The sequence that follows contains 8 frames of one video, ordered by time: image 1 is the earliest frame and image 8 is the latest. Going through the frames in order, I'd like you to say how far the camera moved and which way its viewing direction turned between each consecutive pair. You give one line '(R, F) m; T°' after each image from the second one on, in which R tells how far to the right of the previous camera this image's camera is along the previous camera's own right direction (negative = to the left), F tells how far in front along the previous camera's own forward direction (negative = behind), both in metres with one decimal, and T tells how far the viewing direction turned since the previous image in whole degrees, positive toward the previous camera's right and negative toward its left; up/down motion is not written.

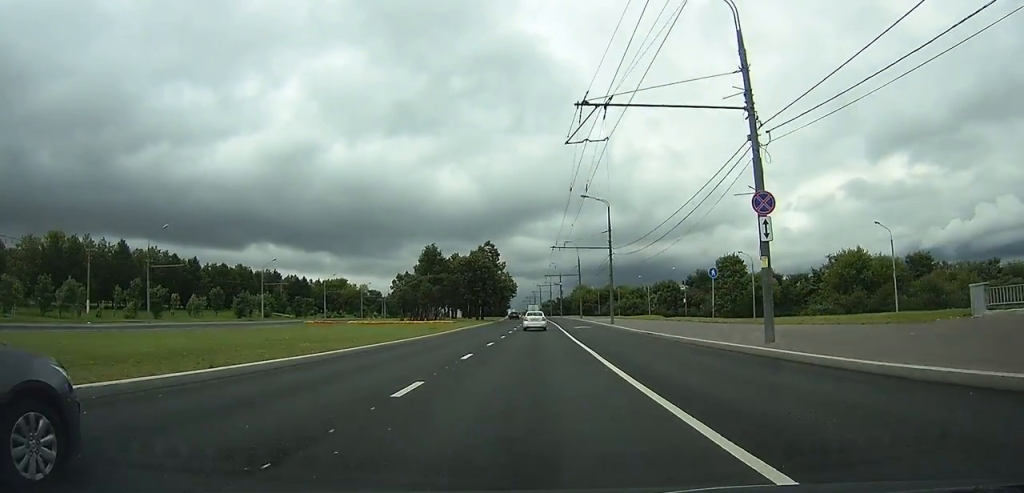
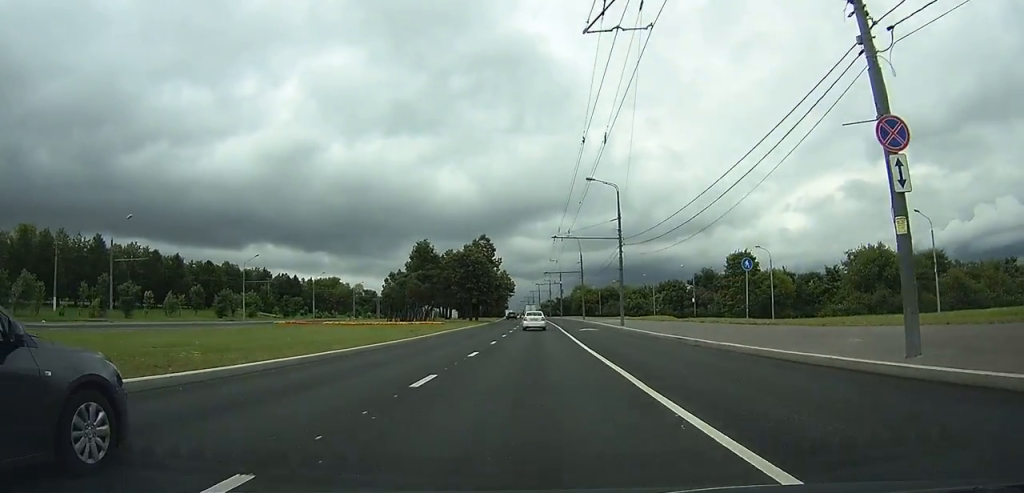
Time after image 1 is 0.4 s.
(0.0, +6.8) m; 0°
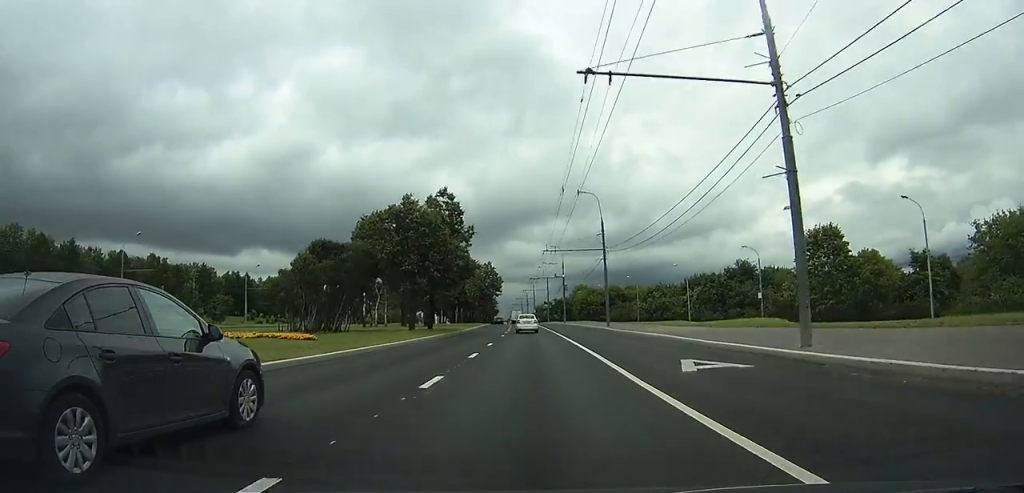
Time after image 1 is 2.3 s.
(+0.3, +31.7) m; +1°
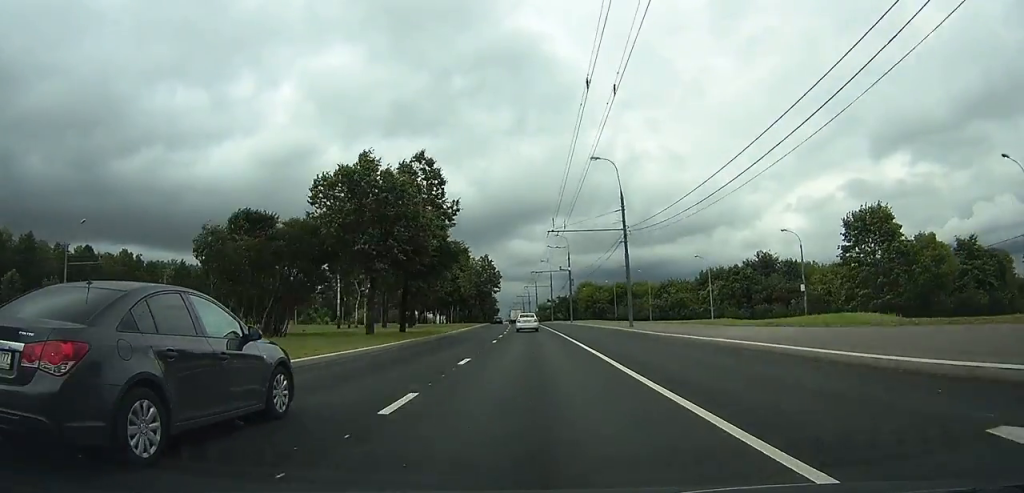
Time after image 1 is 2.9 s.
(0.0, +10.8) m; 0°
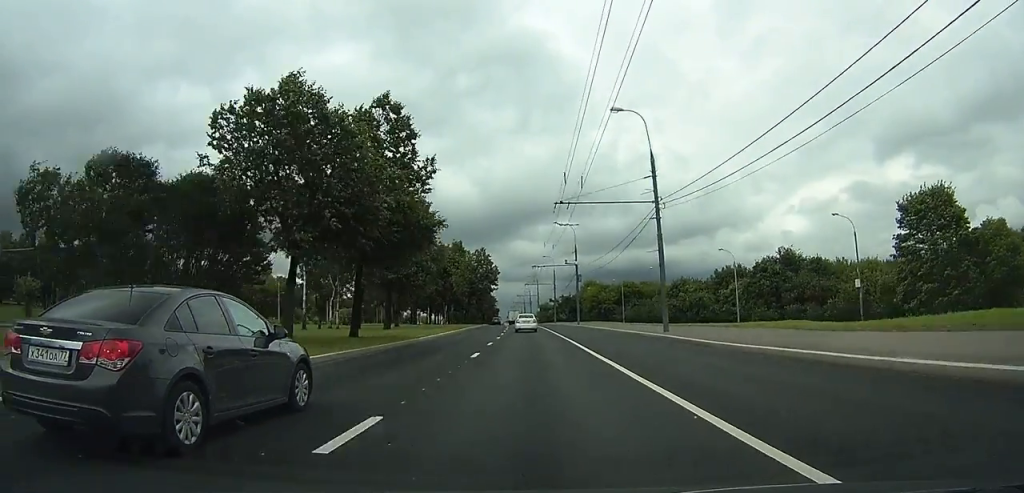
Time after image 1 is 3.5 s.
(0.0, +10.2) m; 0°
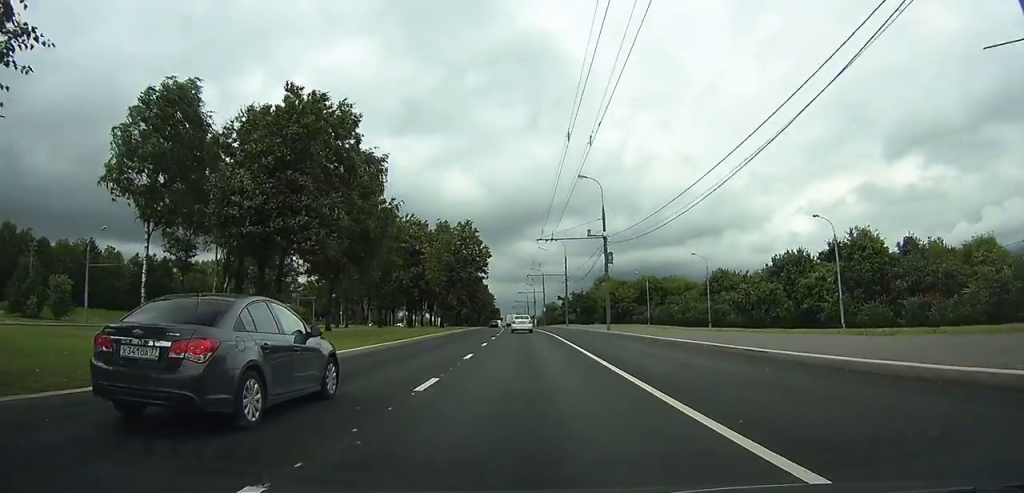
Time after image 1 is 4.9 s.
(-0.1, +24.4) m; 0°
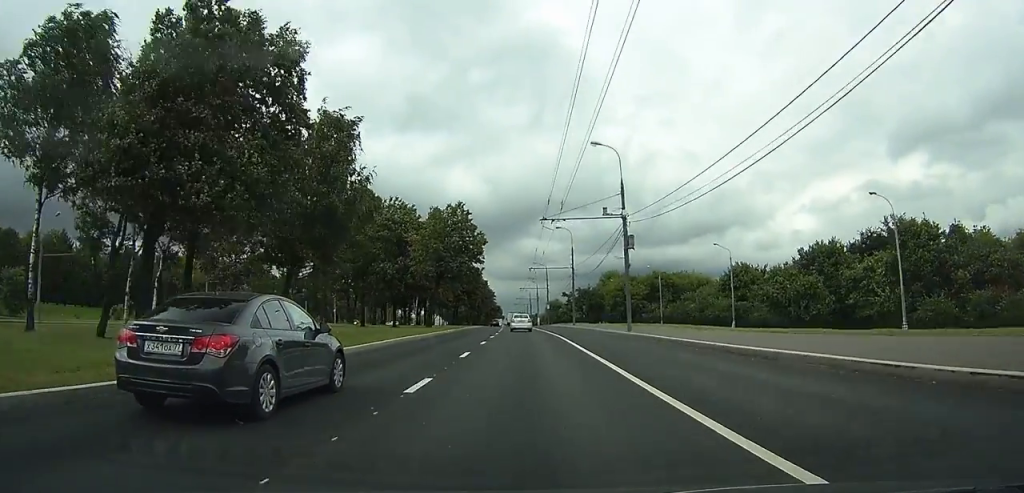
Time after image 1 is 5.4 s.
(0.0, +8.5) m; 0°
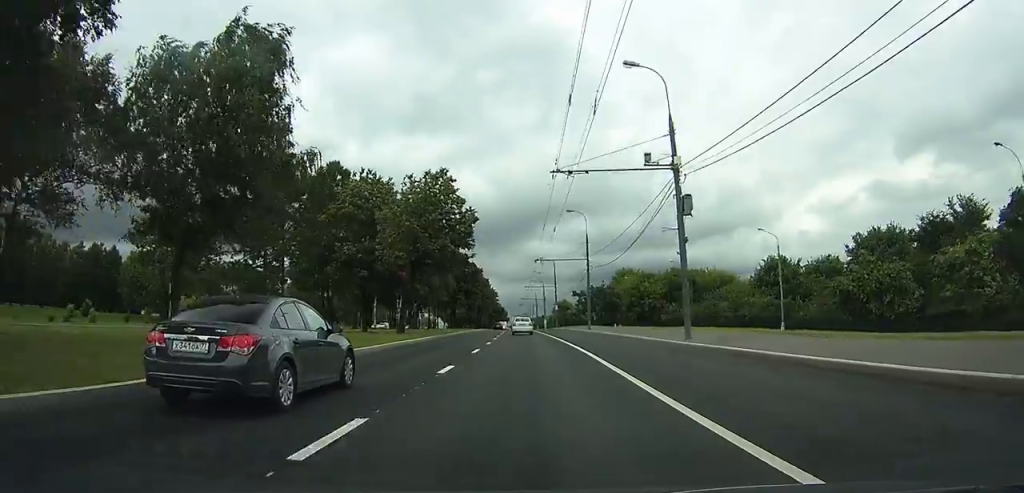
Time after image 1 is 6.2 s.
(0.0, +12.5) m; 0°
